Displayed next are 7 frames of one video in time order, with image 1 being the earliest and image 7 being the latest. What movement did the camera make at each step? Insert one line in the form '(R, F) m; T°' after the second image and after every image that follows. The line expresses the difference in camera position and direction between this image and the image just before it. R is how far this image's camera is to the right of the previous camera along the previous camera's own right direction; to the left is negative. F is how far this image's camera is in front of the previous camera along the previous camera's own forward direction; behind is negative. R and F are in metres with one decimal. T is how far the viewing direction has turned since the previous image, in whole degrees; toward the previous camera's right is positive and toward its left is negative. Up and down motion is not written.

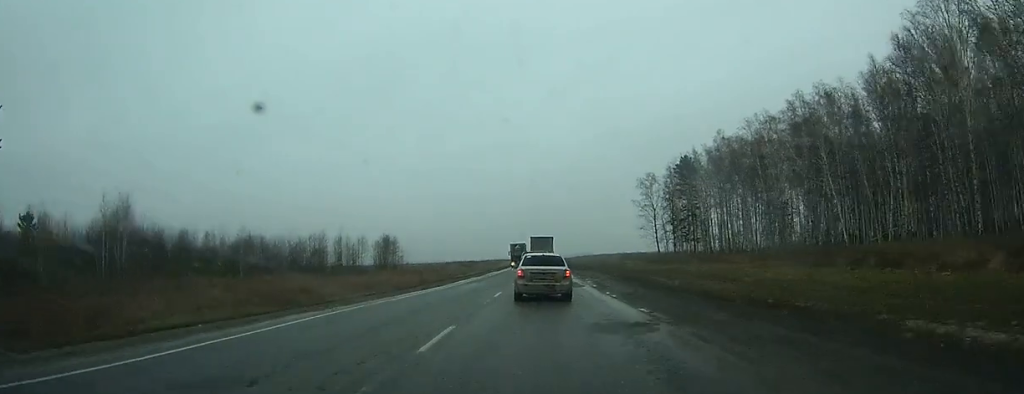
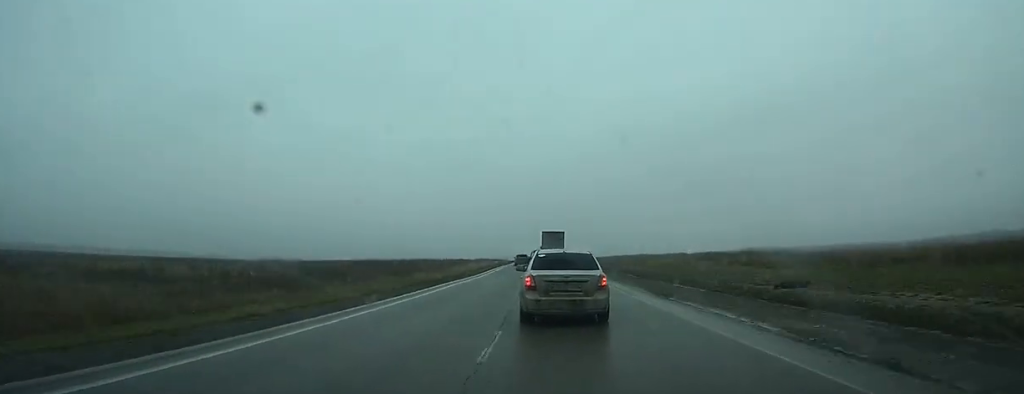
(-1.2, +118.9) m; +1°
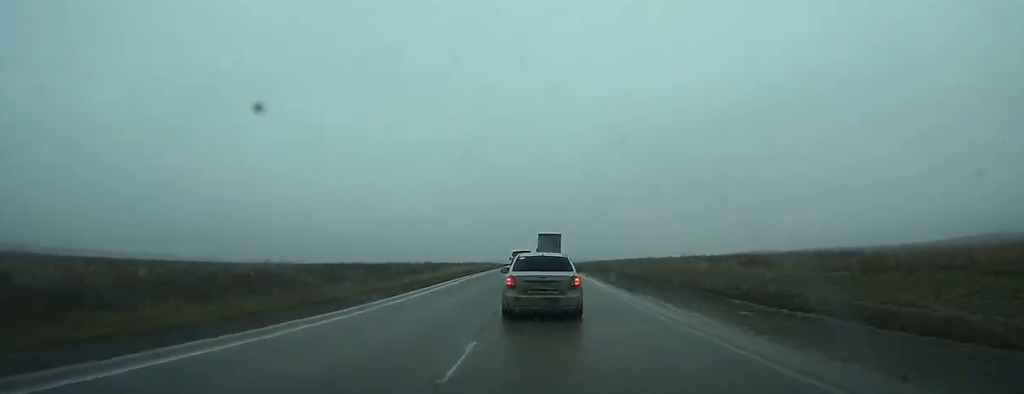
(+0.1, +23.9) m; 0°
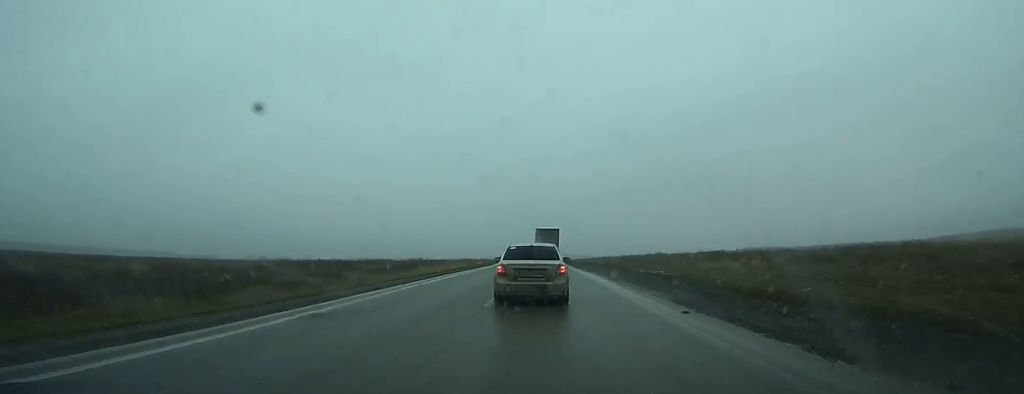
(0.0, +16.1) m; 0°
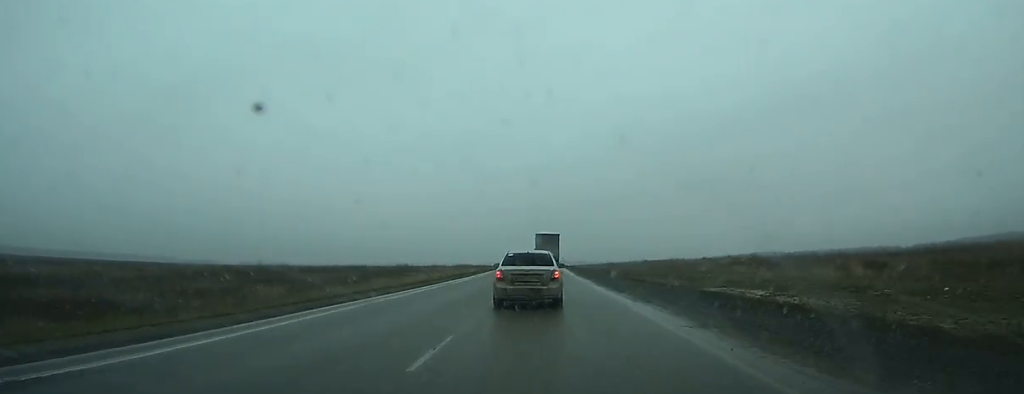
(0.0, +18.4) m; 0°
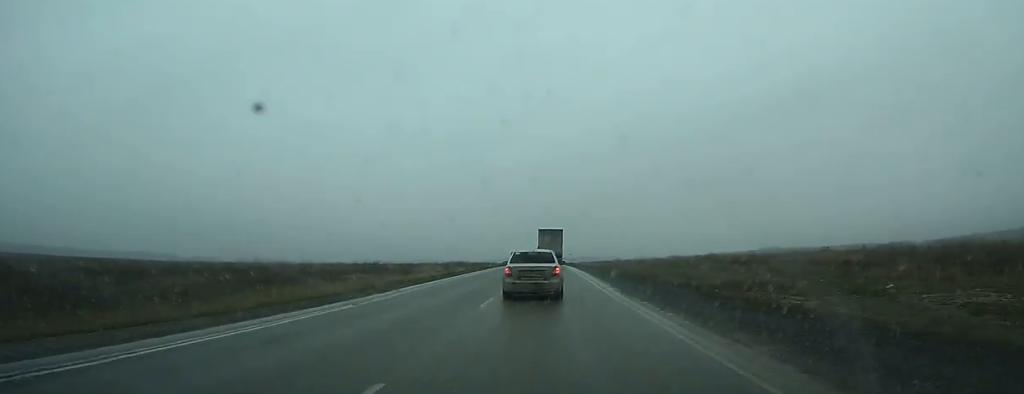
(-0.2, +30.0) m; -1°
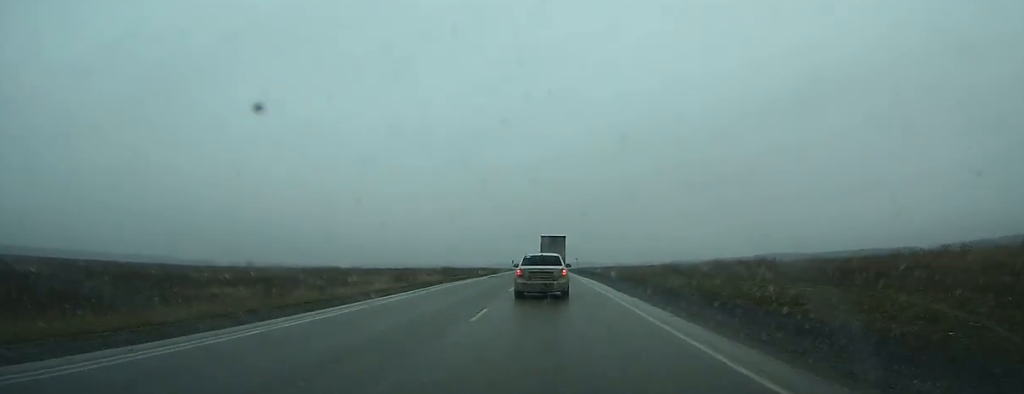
(-0.1, +29.1) m; 0°
